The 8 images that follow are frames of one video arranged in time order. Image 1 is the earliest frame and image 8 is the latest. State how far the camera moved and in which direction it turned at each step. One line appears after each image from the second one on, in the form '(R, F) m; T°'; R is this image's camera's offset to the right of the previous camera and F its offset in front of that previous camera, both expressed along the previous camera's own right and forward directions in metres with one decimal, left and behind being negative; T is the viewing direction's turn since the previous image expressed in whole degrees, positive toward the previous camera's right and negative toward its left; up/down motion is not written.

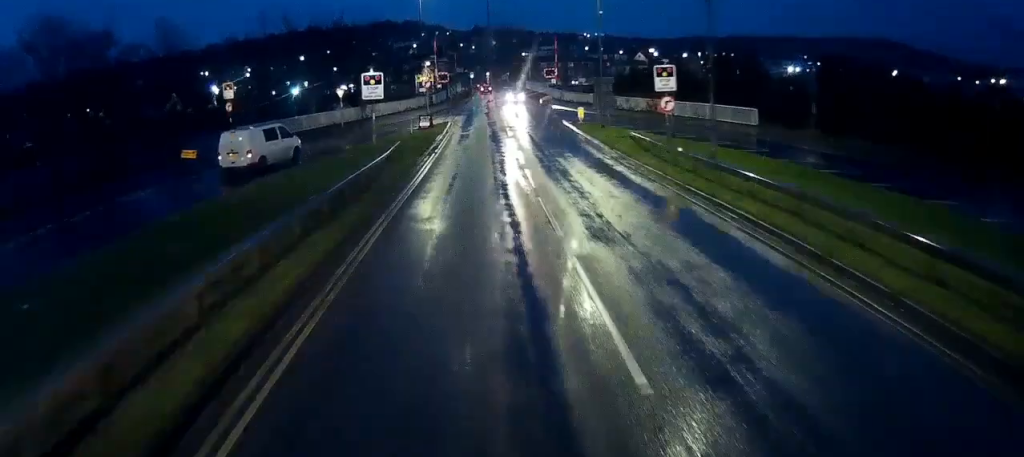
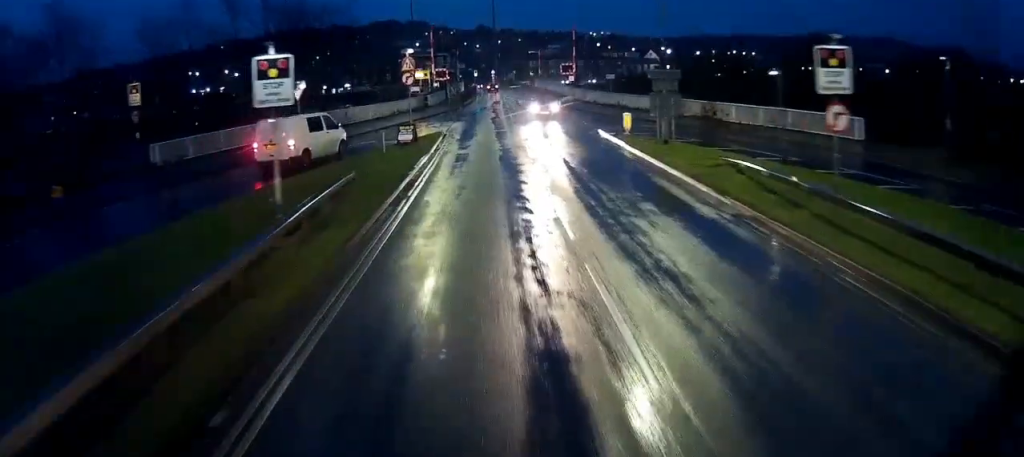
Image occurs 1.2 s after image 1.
(0.0, +12.7) m; 0°
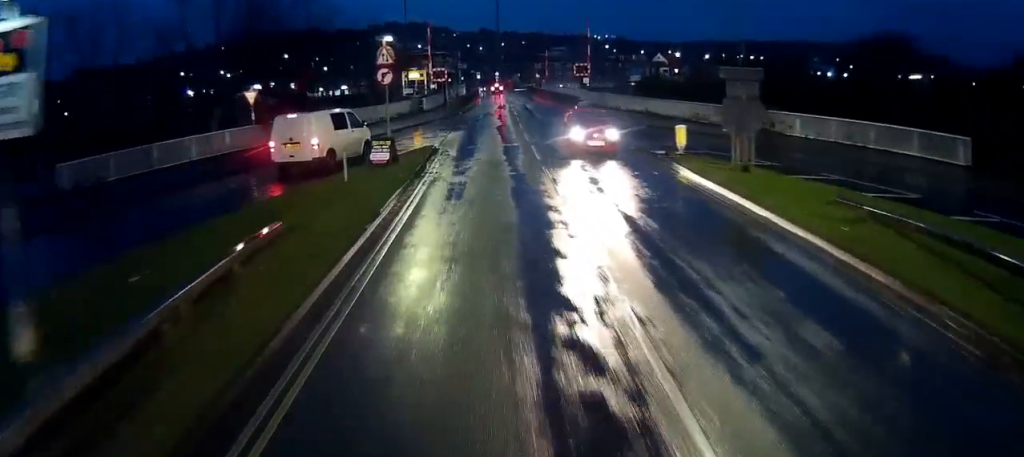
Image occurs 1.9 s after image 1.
(0.0, +8.2) m; 0°
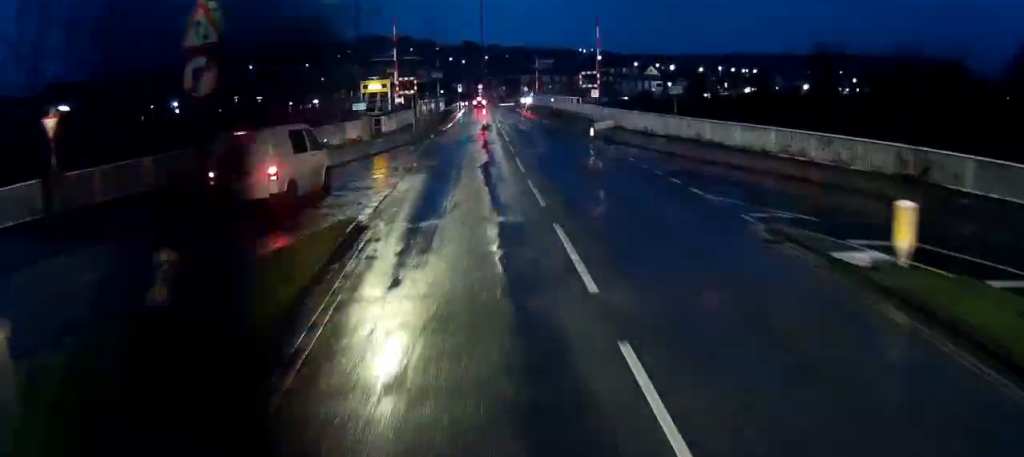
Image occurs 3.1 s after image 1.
(0.0, +14.0) m; 0°
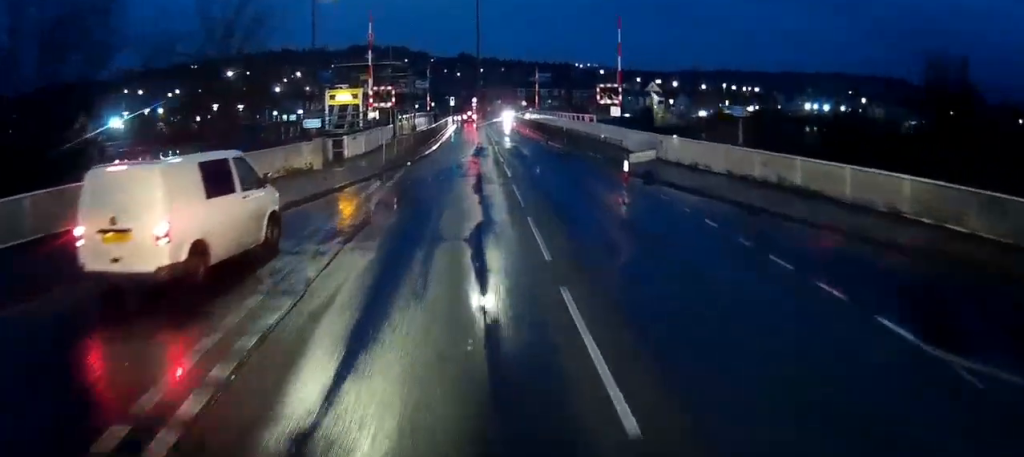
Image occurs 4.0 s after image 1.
(0.0, +9.7) m; +1°
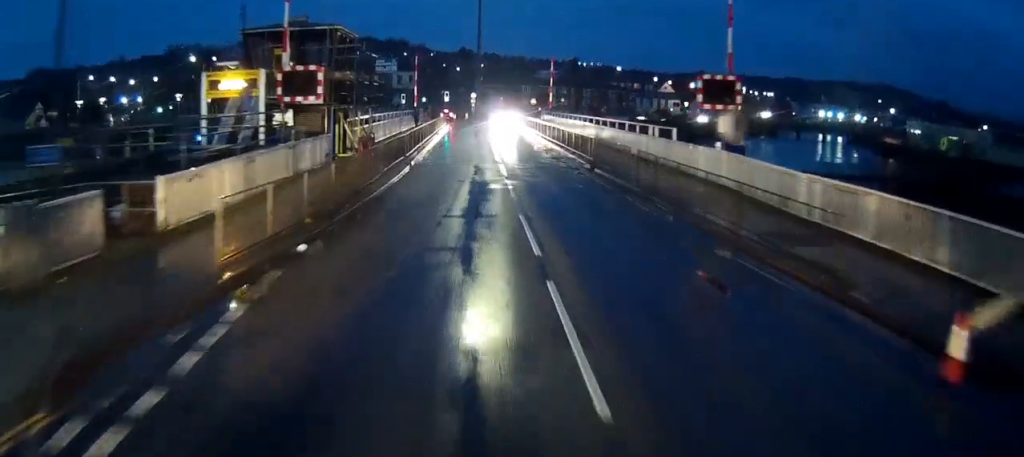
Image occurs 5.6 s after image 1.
(+0.3, +19.2) m; +1°
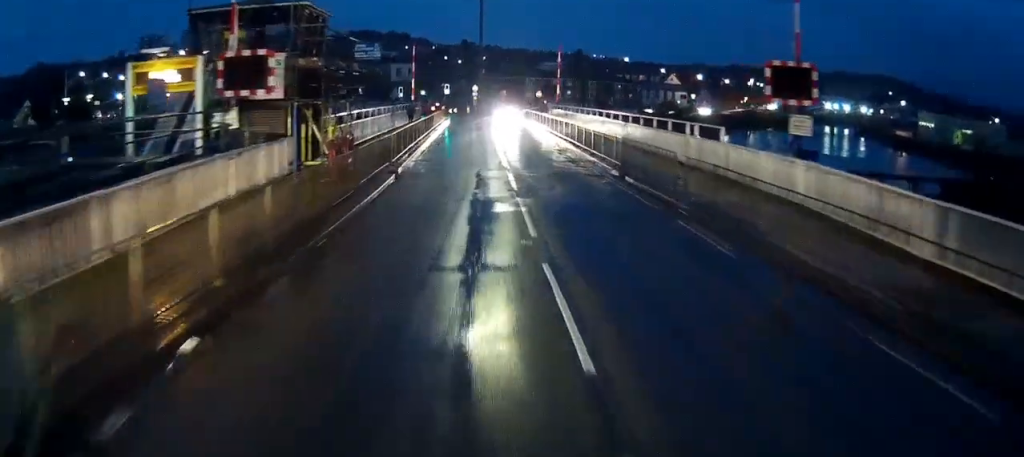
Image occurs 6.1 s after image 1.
(0.0, +5.5) m; 0°
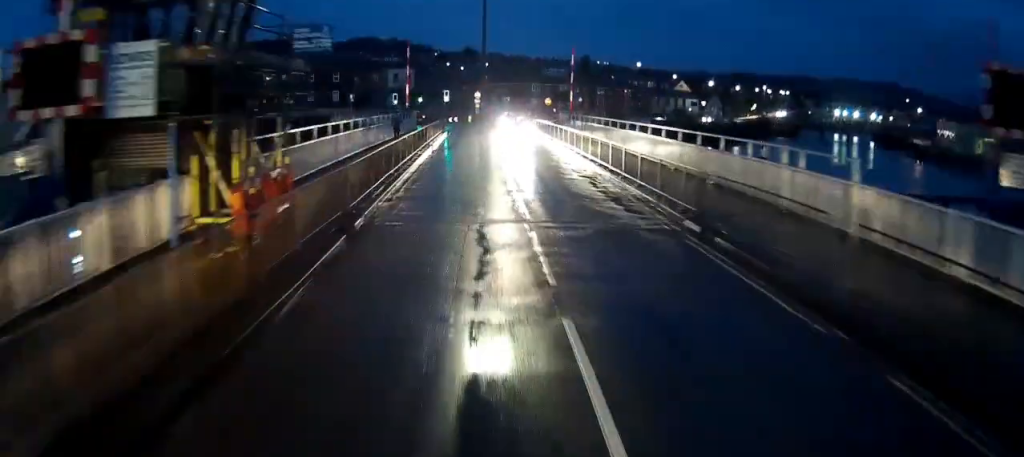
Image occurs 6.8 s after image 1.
(0.0, +8.6) m; 0°
